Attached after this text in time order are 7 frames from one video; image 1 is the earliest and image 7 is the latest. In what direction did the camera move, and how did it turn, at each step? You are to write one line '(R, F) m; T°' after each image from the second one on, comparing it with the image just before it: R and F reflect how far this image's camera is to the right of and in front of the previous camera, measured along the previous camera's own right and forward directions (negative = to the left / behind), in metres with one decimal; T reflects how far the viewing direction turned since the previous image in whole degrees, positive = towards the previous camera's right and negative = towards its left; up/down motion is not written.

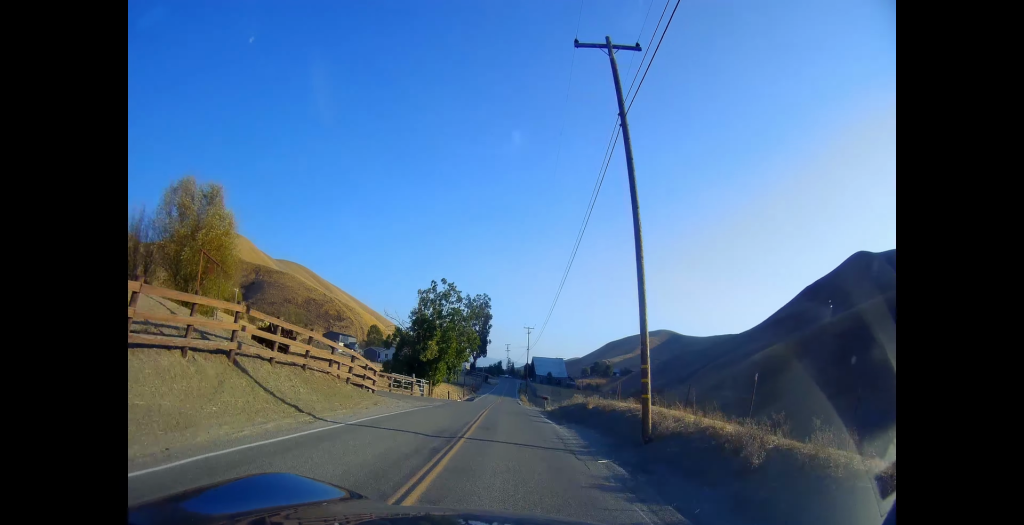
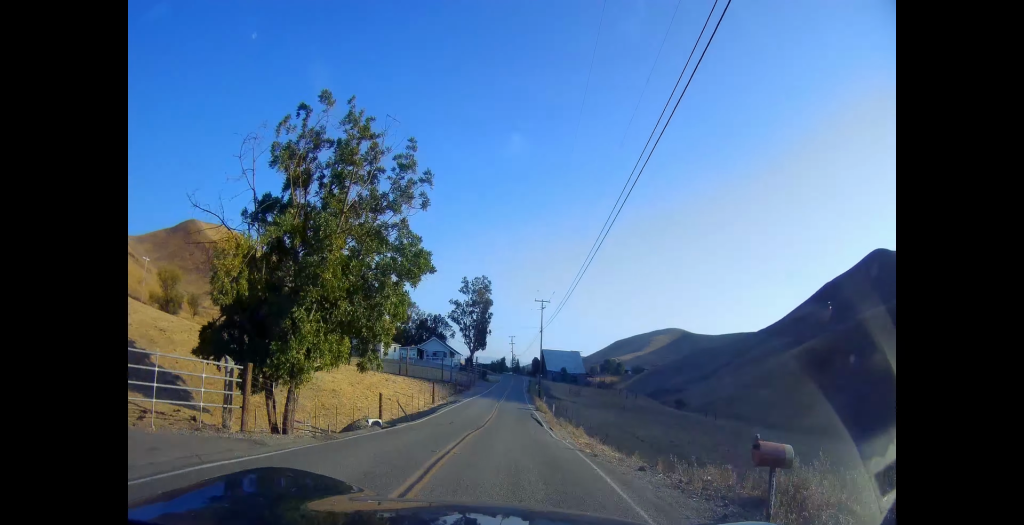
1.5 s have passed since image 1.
(-0.5, +33.2) m; -1°
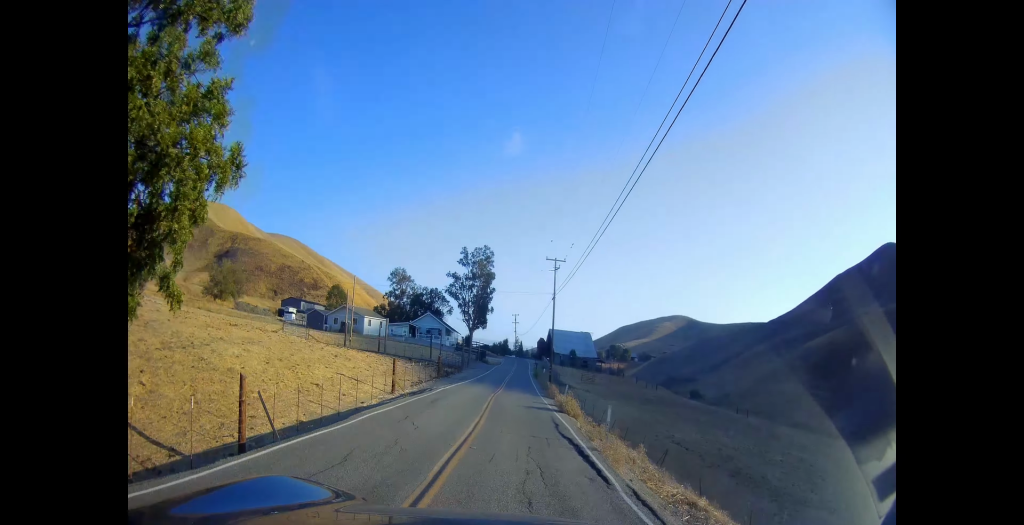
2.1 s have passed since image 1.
(+0.2, +15.4) m; +1°
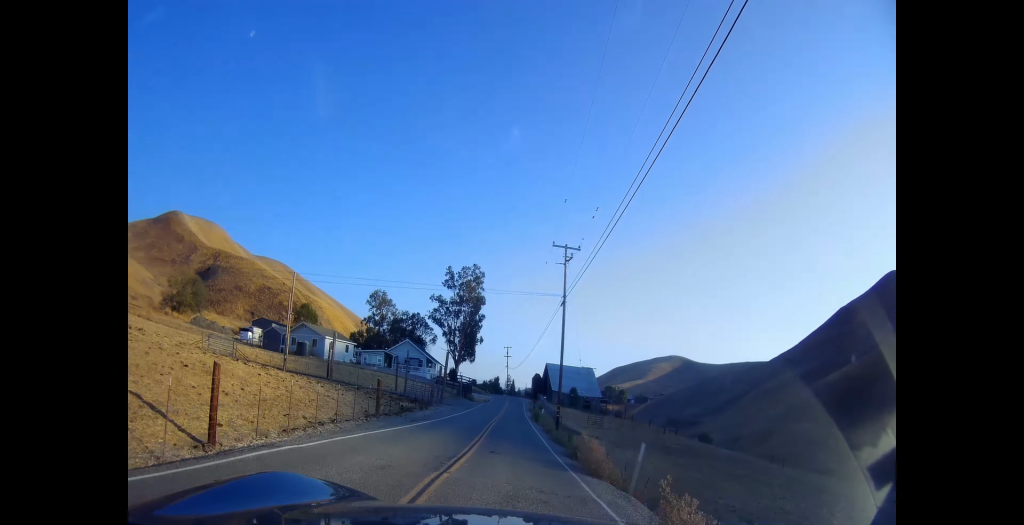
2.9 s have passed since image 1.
(+0.1, +17.2) m; 0°
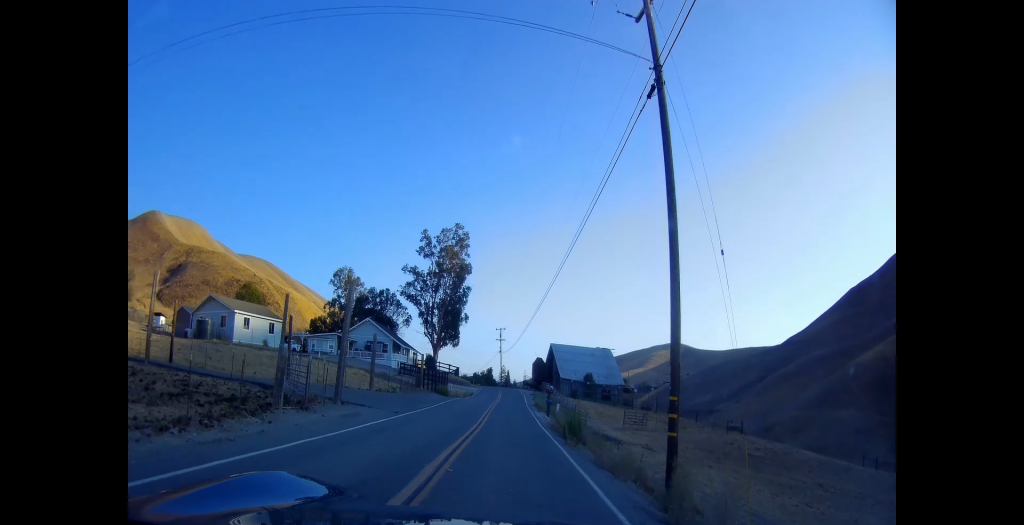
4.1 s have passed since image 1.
(0.0, +27.2) m; 0°
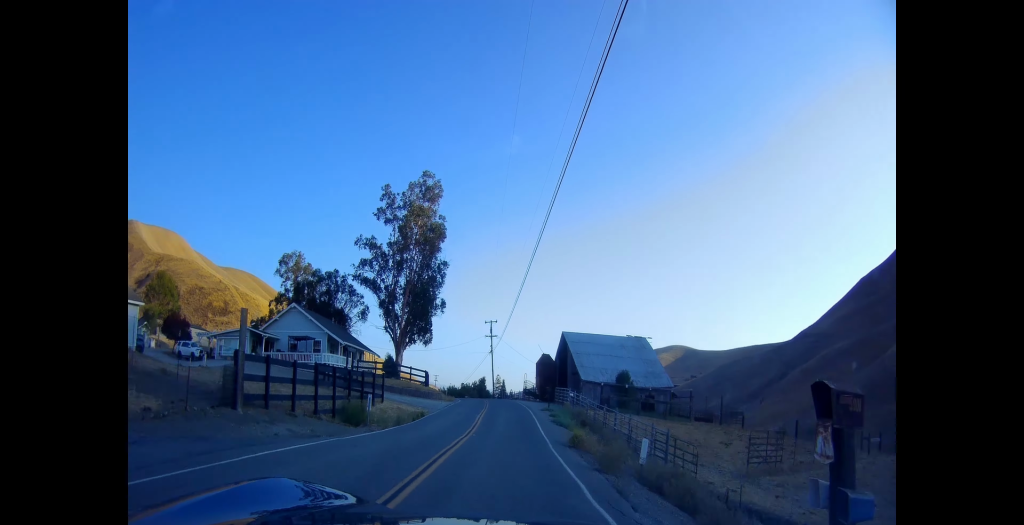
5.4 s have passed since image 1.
(0.0, +28.5) m; 0°
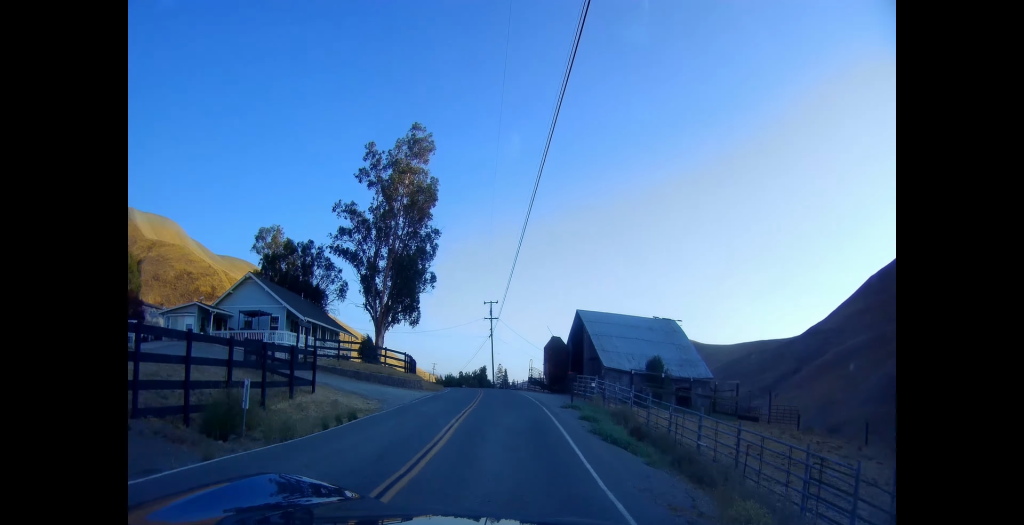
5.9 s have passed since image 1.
(0.0, +11.6) m; -1°
